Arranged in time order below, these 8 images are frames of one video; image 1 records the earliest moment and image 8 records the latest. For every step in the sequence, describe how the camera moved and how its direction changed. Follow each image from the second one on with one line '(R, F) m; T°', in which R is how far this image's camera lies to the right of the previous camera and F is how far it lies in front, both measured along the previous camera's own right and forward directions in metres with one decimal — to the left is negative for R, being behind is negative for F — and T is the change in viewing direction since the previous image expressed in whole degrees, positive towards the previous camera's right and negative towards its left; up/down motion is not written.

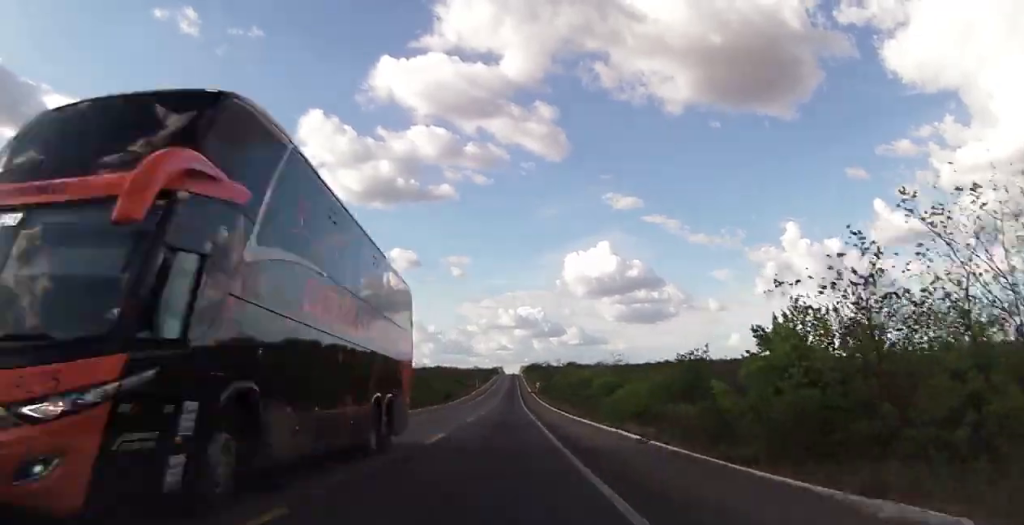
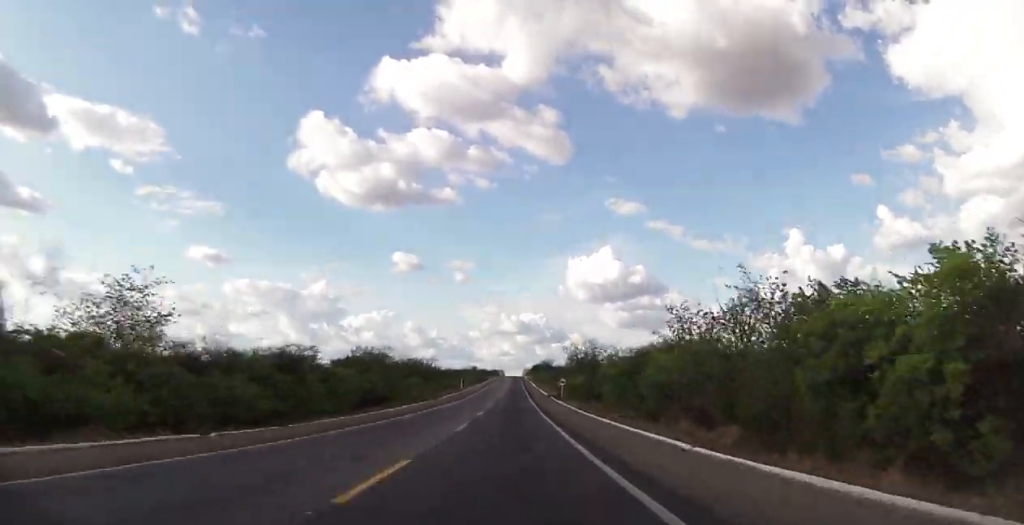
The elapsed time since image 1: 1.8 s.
(+0.1, +63.6) m; 0°
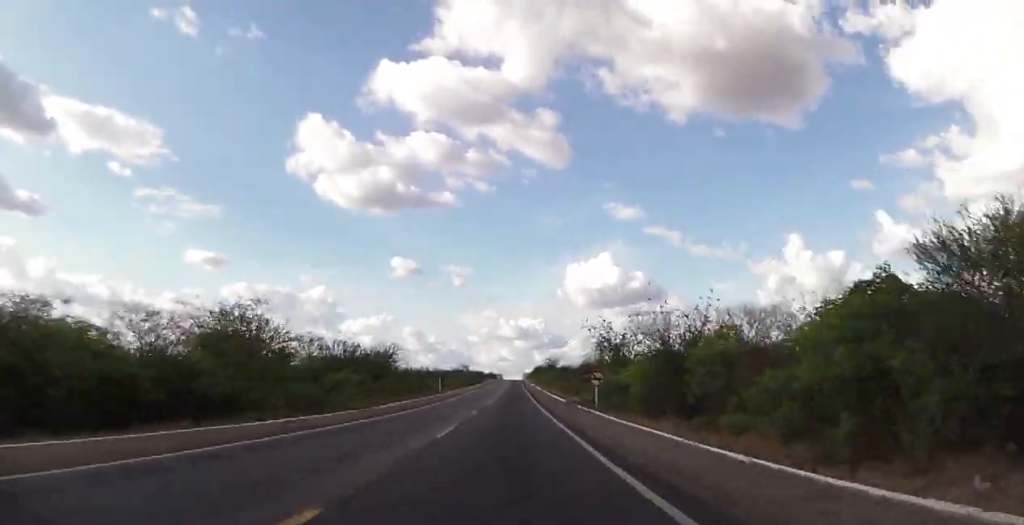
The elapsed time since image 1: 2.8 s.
(0.0, +33.7) m; 0°
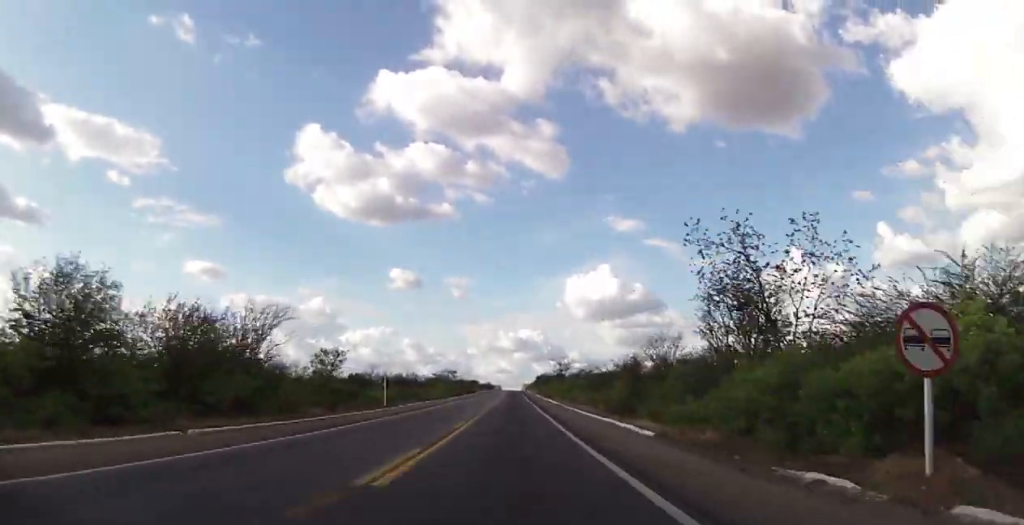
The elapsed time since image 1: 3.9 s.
(0.0, +37.2) m; 0°
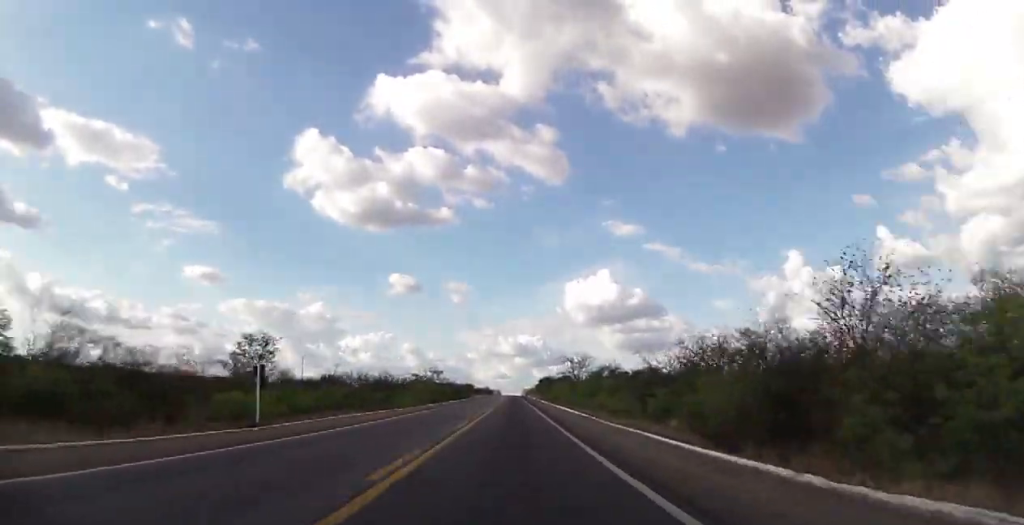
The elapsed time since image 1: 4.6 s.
(-0.1, +25.6) m; 0°
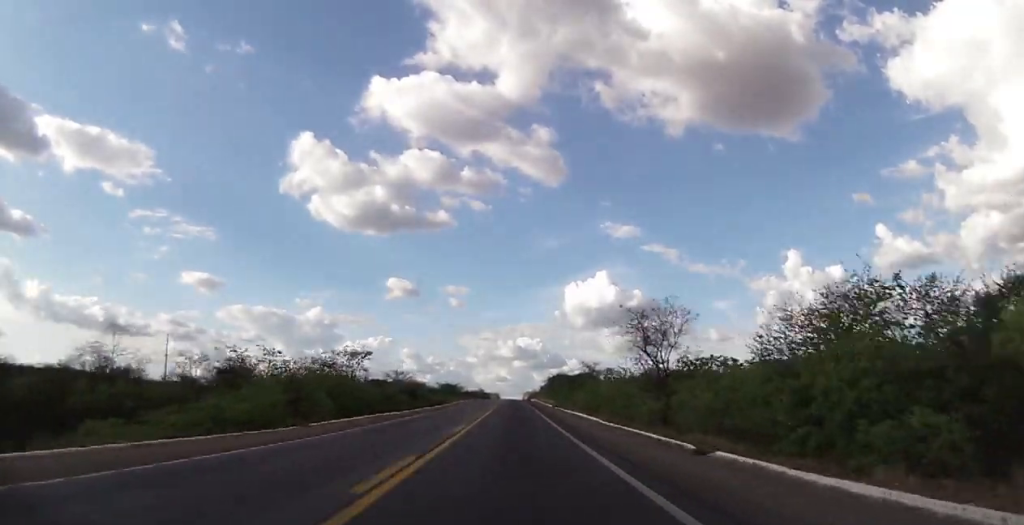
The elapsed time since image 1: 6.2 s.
(0.0, +55.5) m; 0°
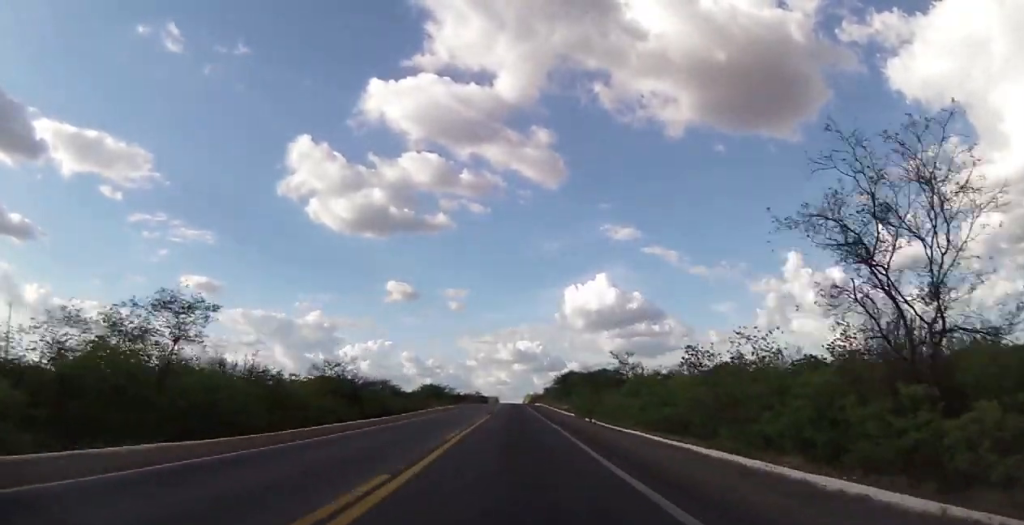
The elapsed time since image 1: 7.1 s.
(0.0, +29.7) m; 0°
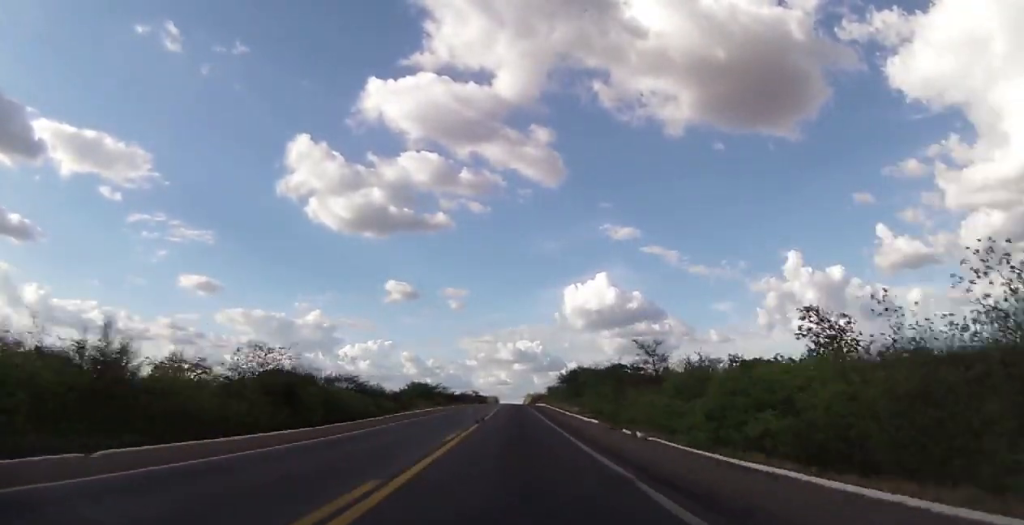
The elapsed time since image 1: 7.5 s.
(-0.1, +14.9) m; 0°
